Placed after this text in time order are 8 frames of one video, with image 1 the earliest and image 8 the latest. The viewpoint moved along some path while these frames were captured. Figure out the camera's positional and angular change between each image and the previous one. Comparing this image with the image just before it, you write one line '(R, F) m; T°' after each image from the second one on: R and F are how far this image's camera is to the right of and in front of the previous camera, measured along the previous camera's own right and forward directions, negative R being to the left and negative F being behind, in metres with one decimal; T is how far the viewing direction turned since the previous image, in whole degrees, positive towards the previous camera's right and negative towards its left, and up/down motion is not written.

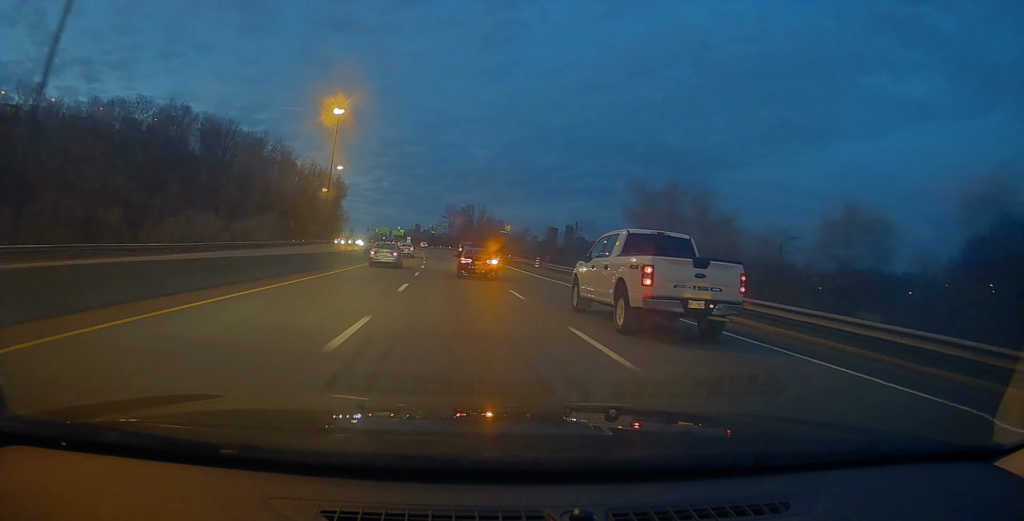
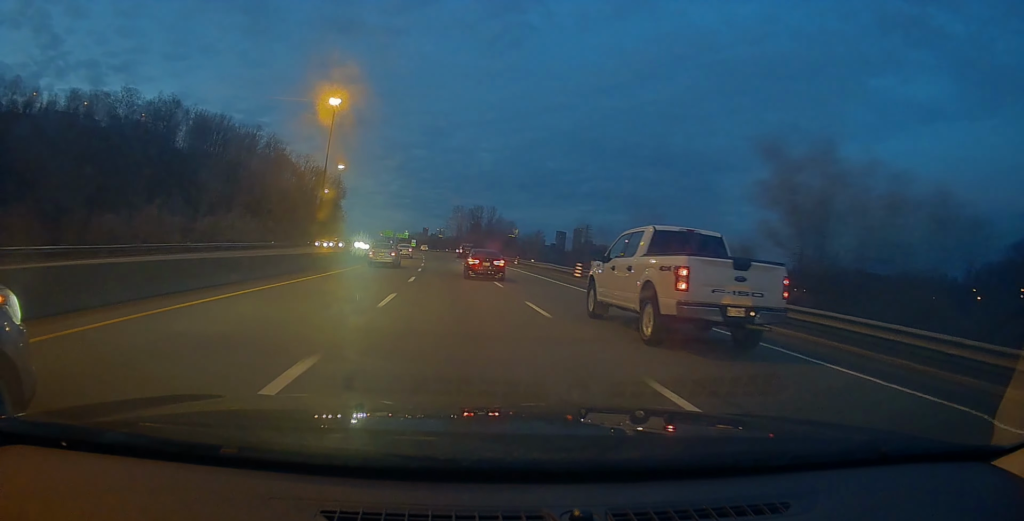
(-0.1, +13.9) m; -1°
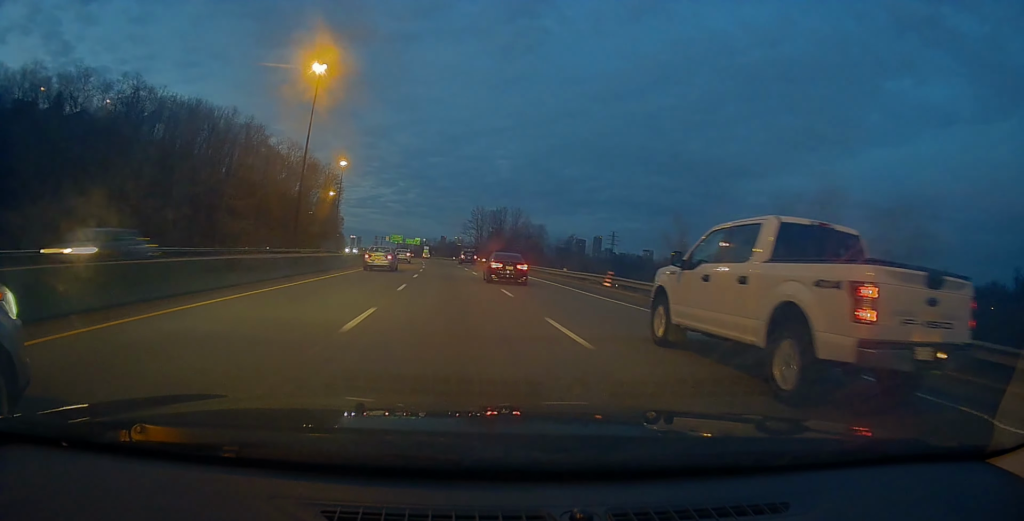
(-0.3, +32.0) m; -2°
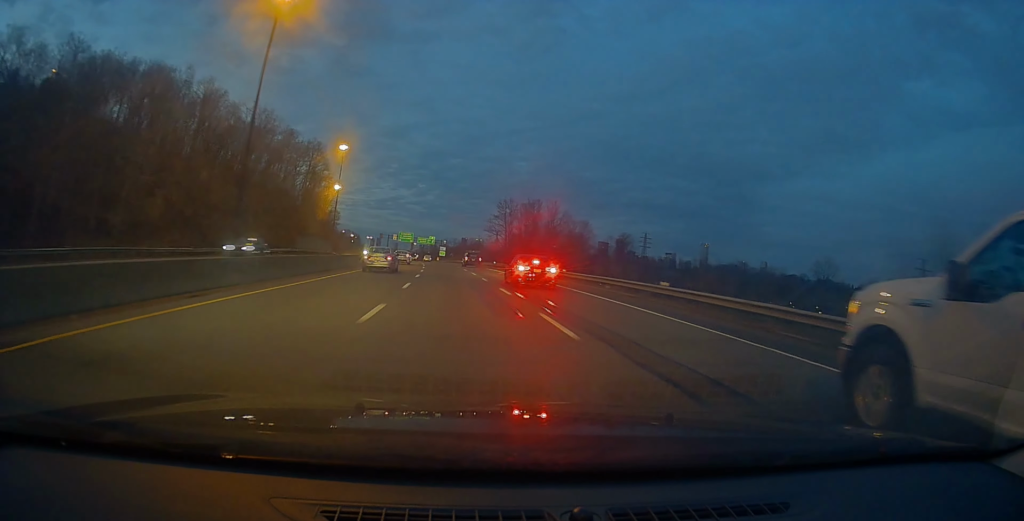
(-1.1, +36.4) m; -3°
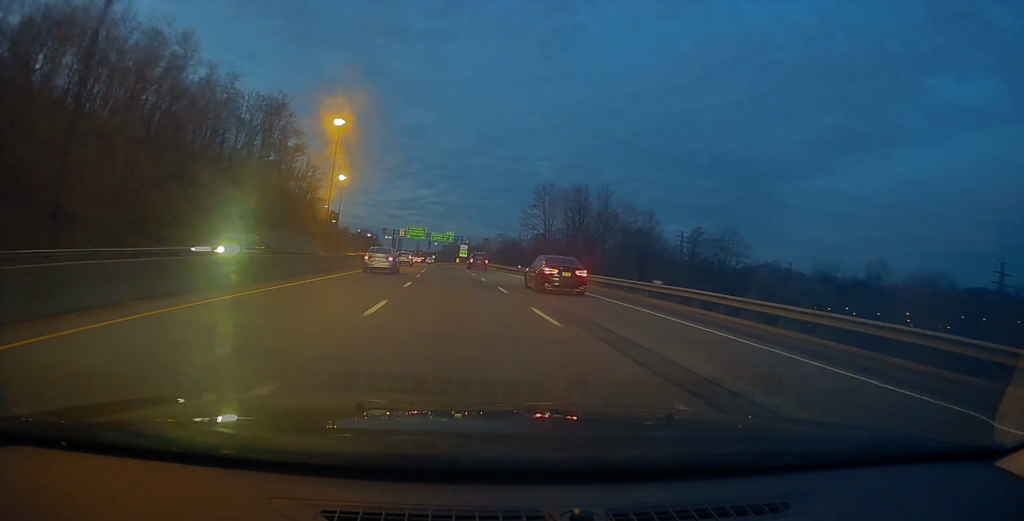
(-0.4, +36.5) m; -2°
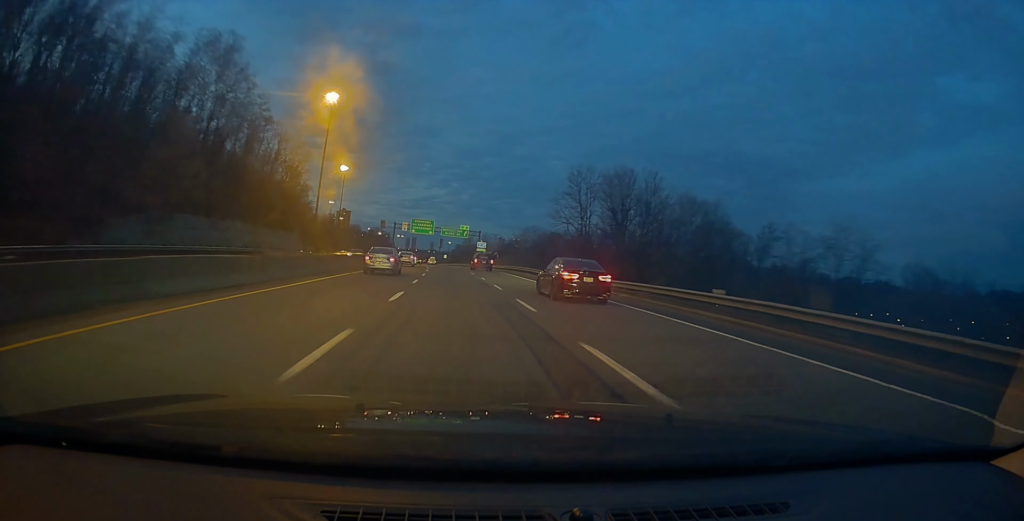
(-0.4, +24.3) m; -2°
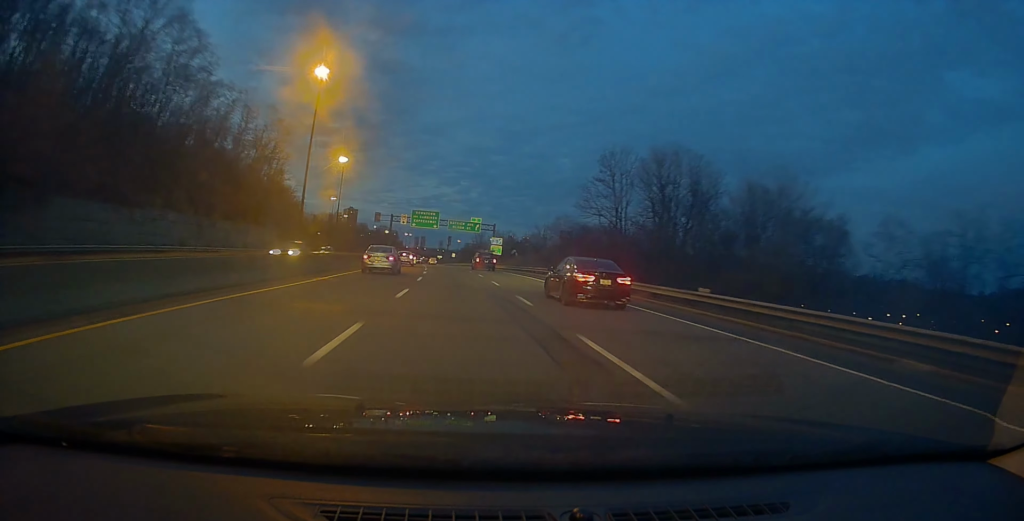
(-0.2, +17.6) m; -1°
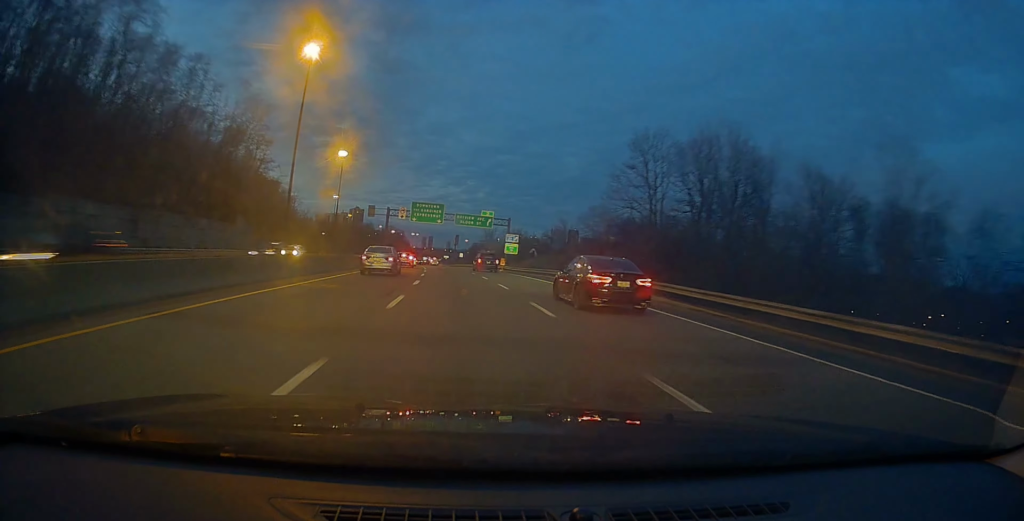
(-0.1, +12.8) m; -1°
